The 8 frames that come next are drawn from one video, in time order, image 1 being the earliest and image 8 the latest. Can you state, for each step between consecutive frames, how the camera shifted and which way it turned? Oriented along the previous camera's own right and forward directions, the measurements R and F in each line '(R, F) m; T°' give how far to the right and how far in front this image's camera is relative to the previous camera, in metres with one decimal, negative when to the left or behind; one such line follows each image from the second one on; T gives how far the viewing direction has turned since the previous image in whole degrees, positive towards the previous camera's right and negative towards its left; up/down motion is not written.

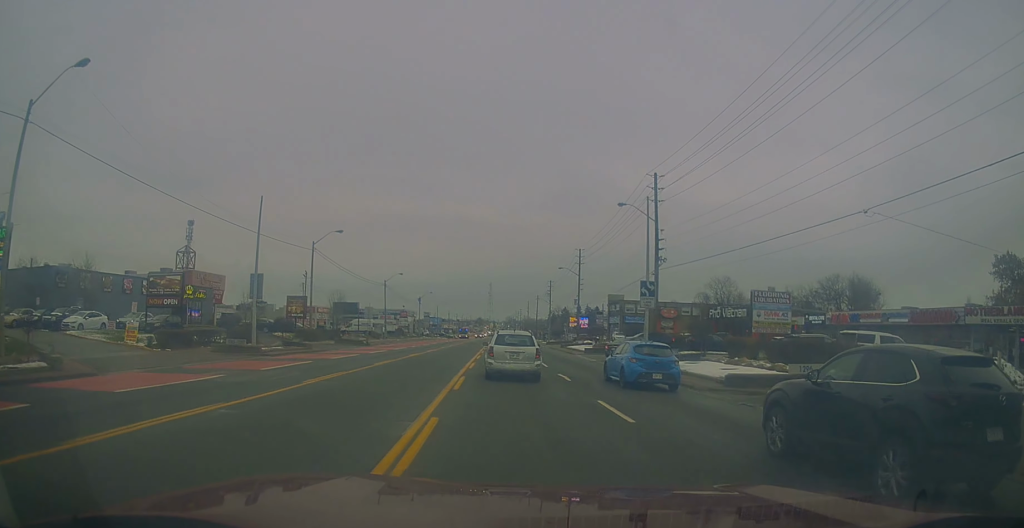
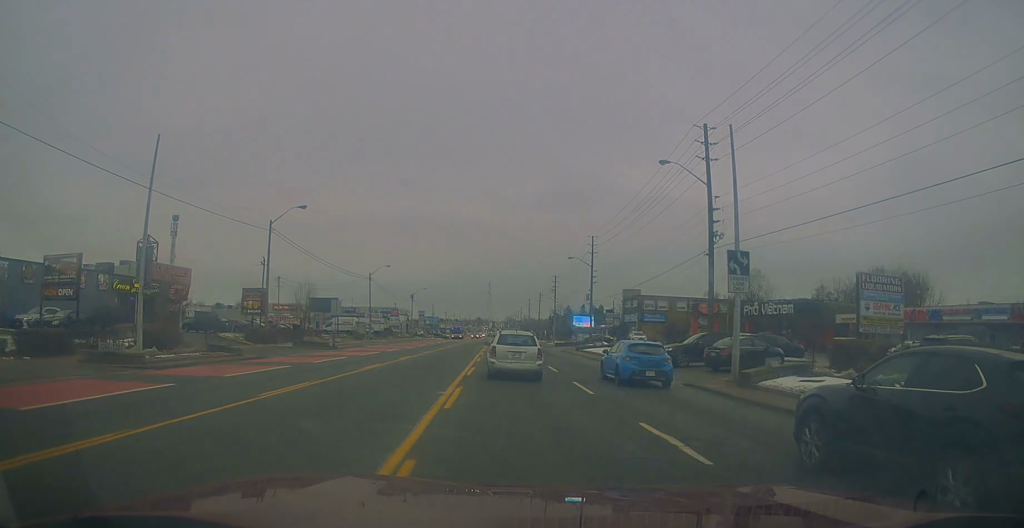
(-0.4, +12.3) m; -1°
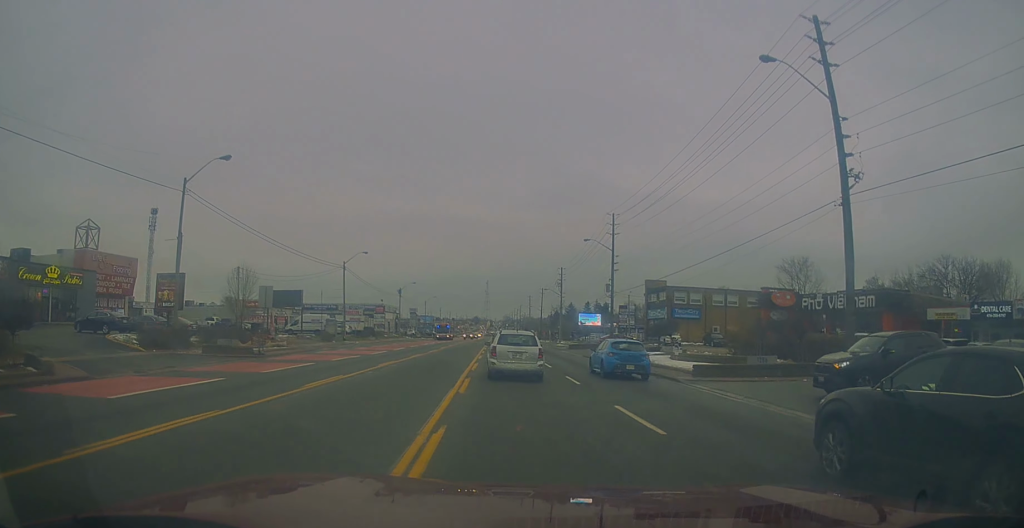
(+0.3, +15.3) m; +2°
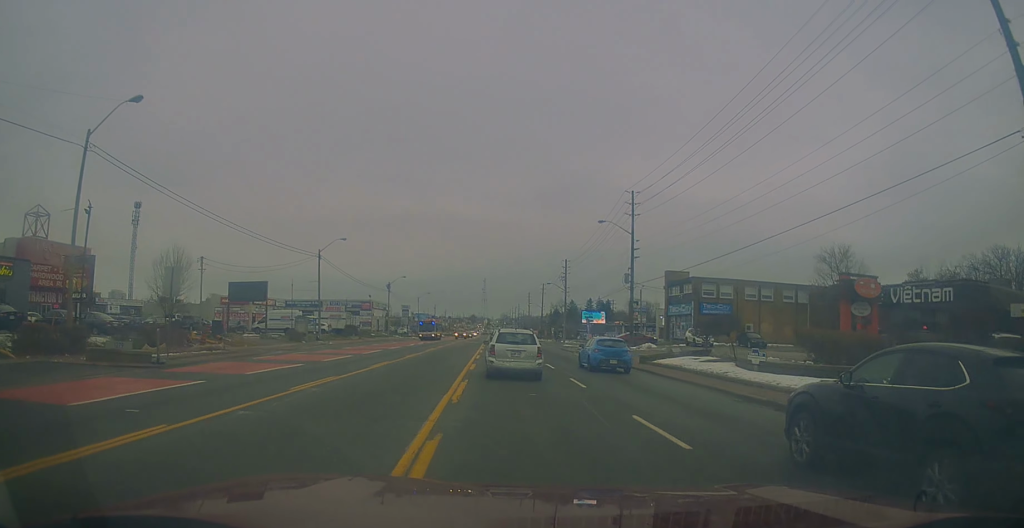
(0.0, +10.5) m; +1°
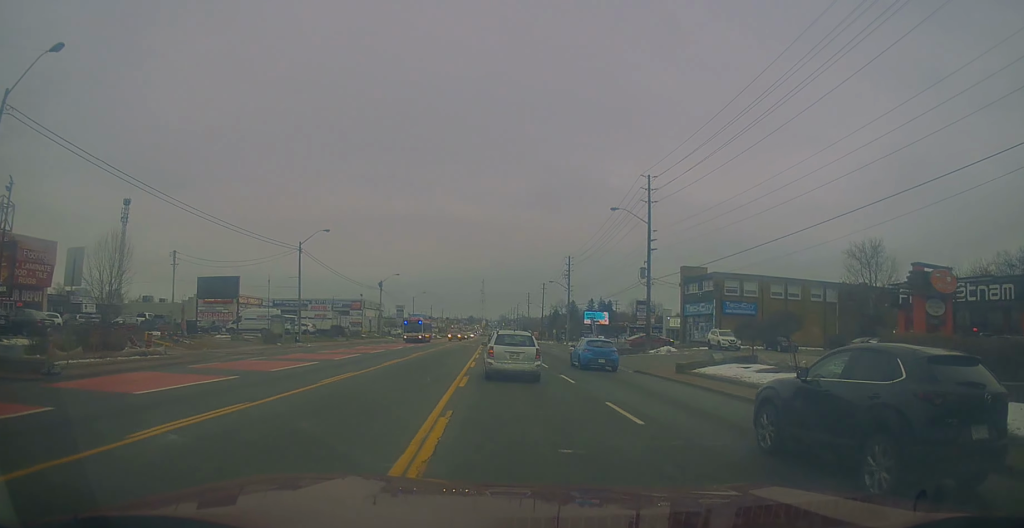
(+0.1, +6.7) m; 0°
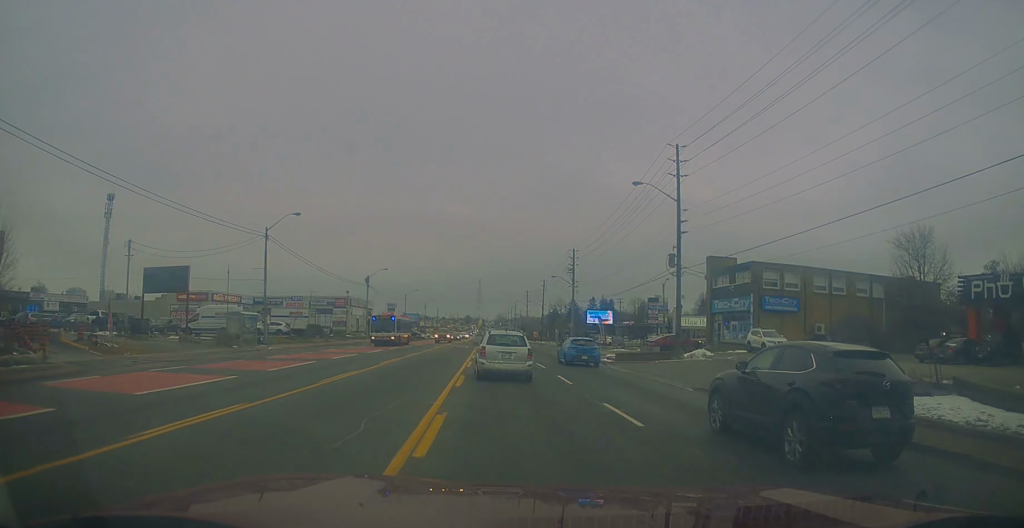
(0.0, +9.0) m; 0°
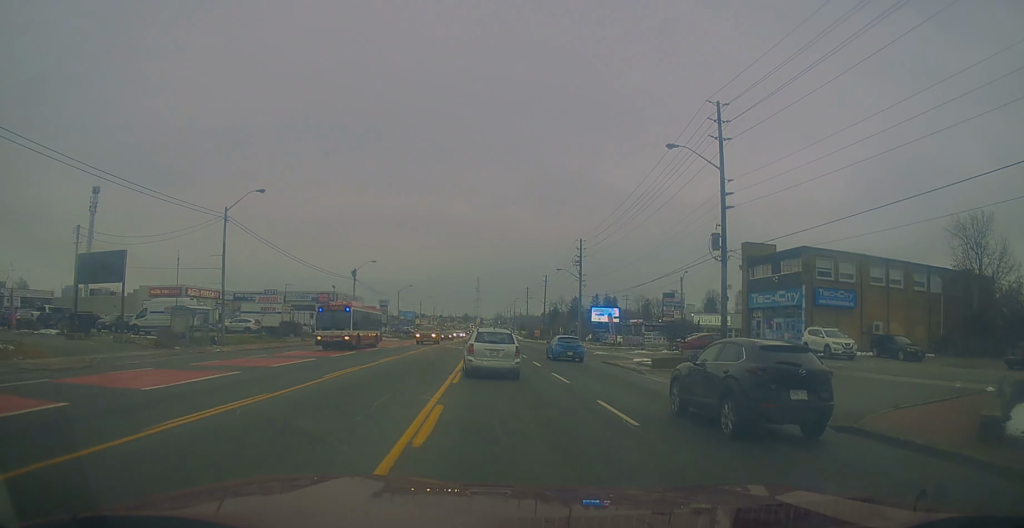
(-0.2, +8.5) m; 0°
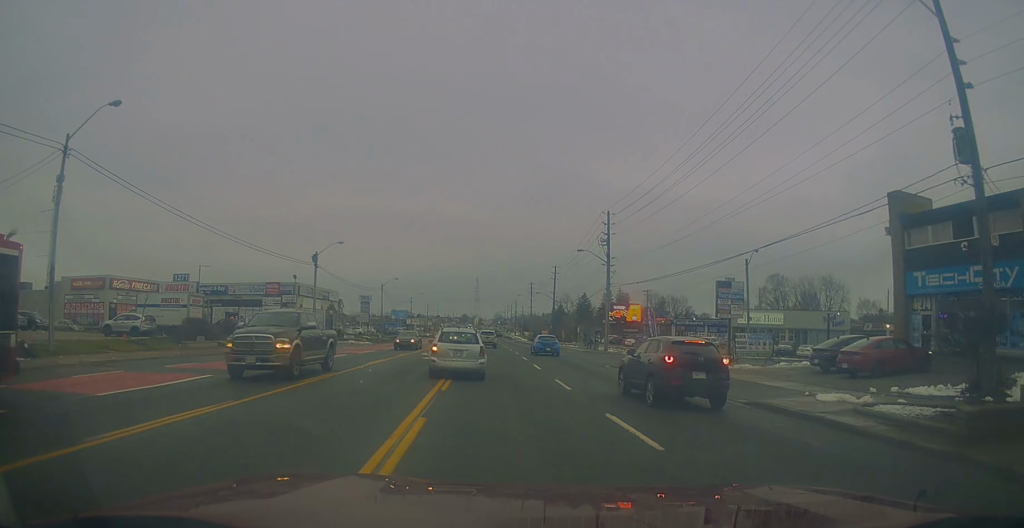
(+0.3, +19.9) m; +2°
